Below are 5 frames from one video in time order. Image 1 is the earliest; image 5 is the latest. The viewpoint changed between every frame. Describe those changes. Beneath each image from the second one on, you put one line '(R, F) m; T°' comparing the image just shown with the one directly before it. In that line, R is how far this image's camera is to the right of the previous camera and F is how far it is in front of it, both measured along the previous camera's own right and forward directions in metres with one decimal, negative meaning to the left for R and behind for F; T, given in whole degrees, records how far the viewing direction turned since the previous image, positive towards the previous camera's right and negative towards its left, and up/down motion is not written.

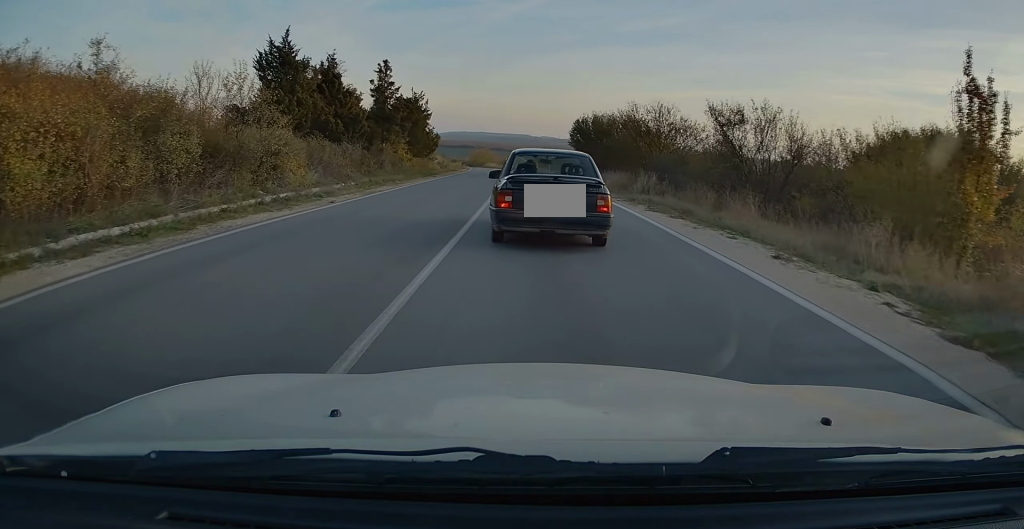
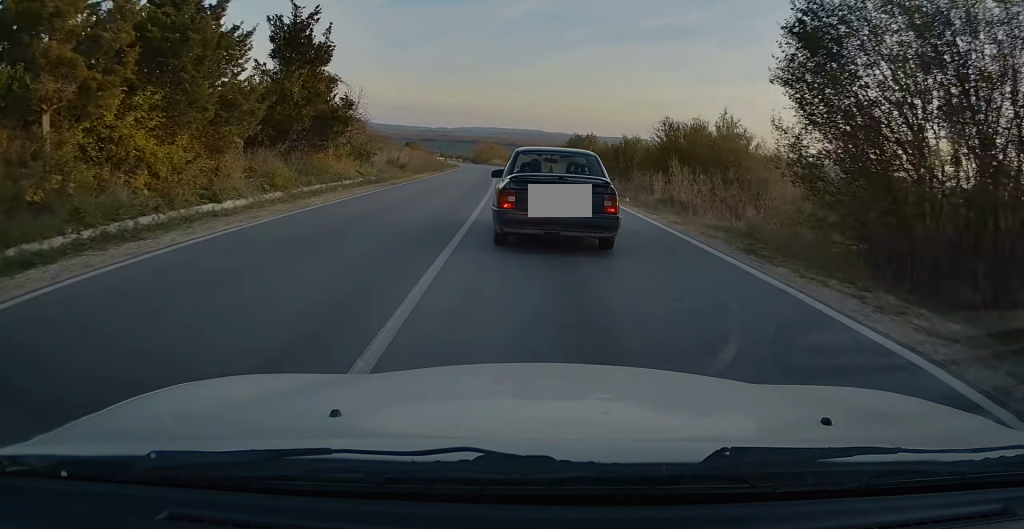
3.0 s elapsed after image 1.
(+0.2, +38.8) m; 0°
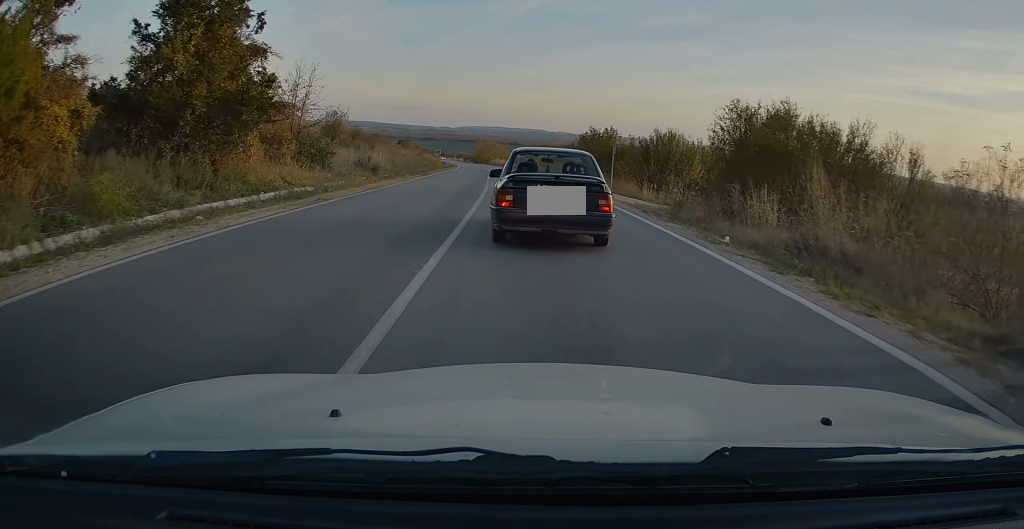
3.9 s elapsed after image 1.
(0.0, +10.4) m; -1°
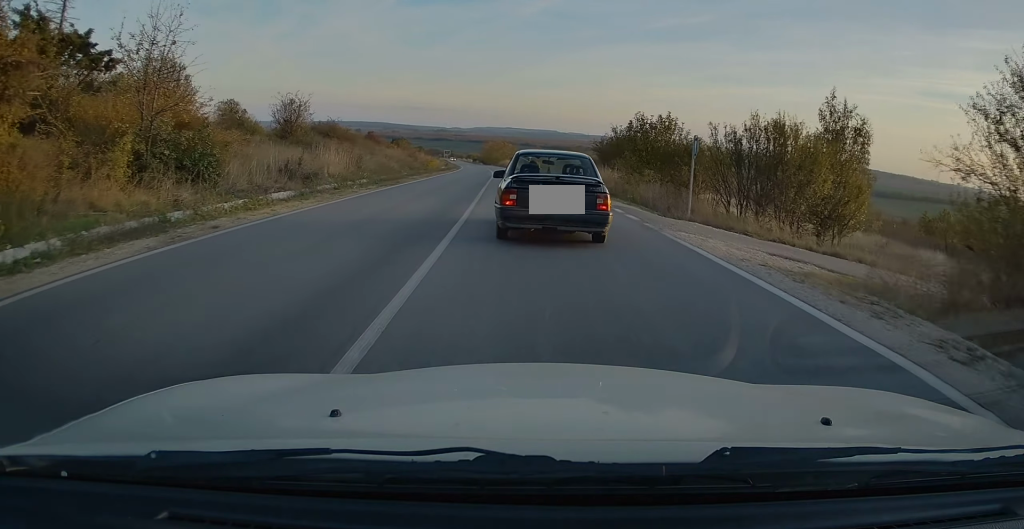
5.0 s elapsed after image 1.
(-0.1, +14.4) m; -1°
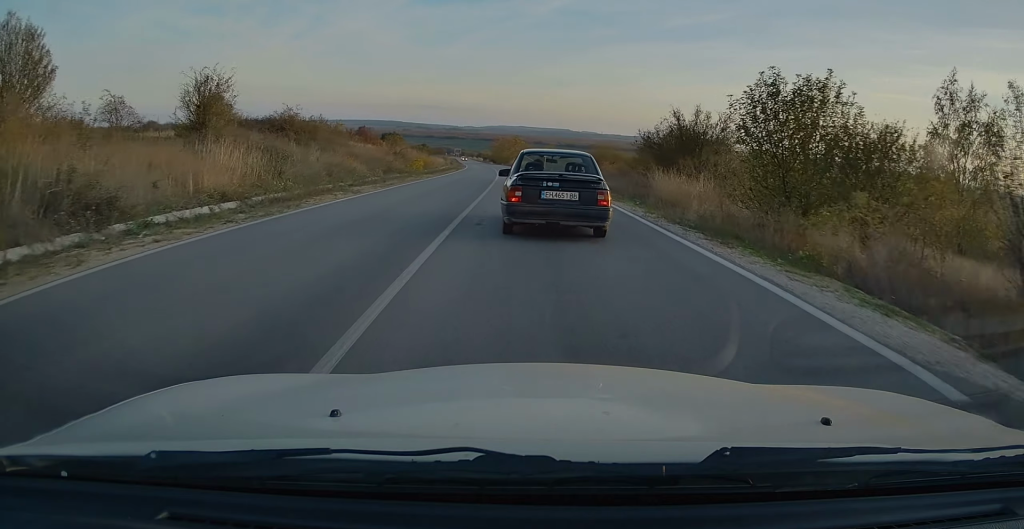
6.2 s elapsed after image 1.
(-0.2, +14.9) m; -1°
